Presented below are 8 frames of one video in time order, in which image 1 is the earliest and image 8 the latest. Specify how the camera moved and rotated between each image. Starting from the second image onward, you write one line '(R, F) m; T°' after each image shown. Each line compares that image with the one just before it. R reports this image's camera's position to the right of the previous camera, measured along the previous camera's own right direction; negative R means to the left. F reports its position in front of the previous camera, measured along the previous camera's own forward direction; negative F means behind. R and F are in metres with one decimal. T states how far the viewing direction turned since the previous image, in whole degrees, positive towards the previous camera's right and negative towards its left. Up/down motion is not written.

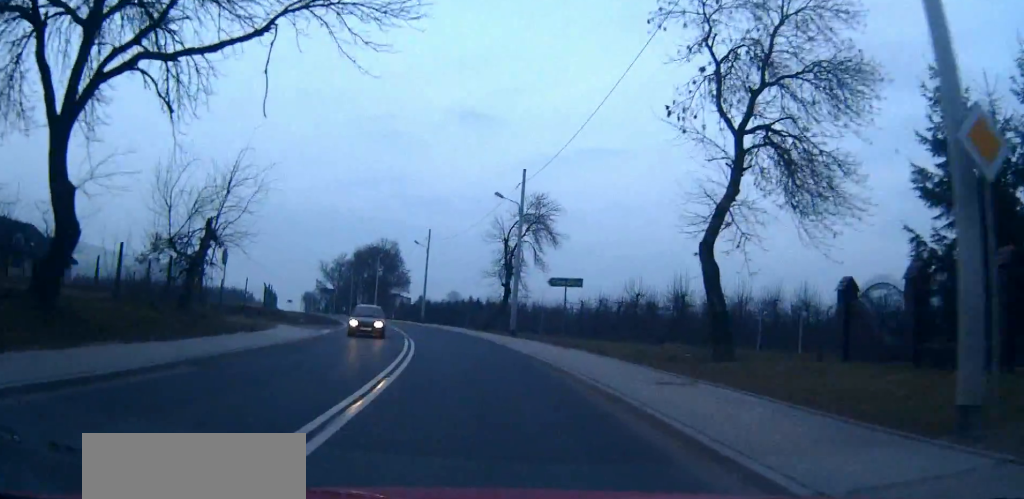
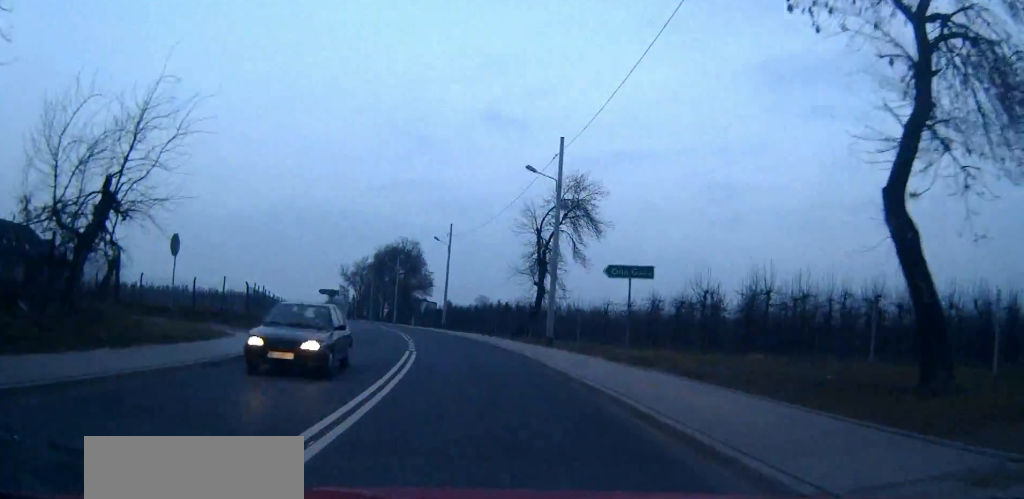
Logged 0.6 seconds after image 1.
(-0.2, +8.7) m; -2°
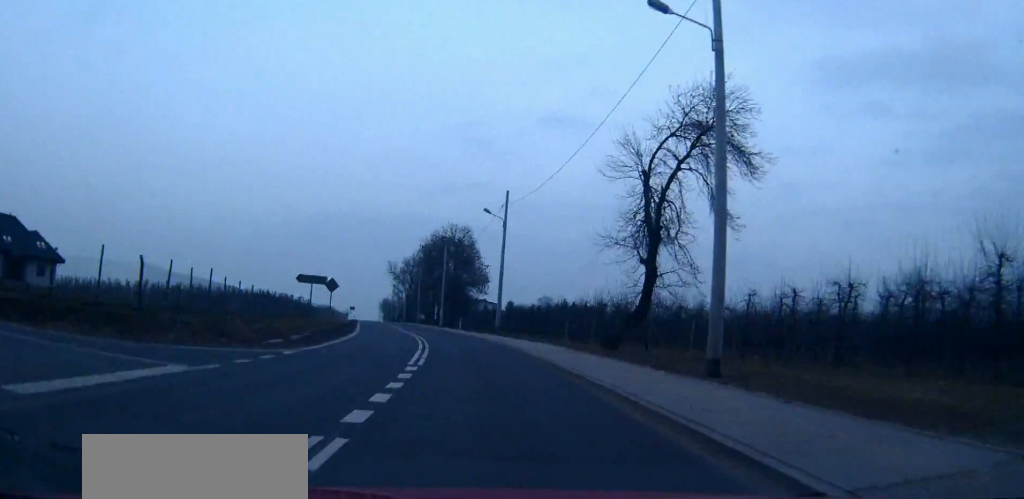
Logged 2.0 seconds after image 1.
(-0.6, +18.3) m; -4°
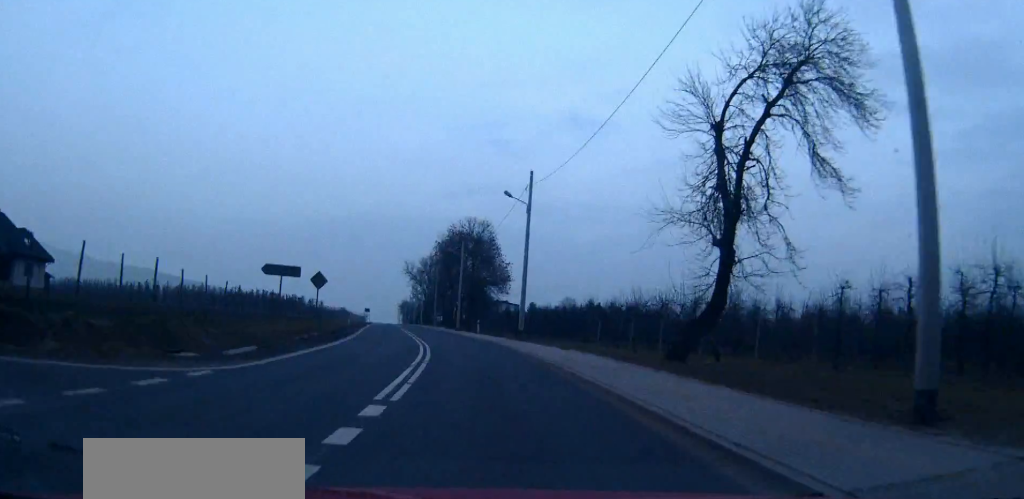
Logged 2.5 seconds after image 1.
(-0.2, +7.3) m; -2°
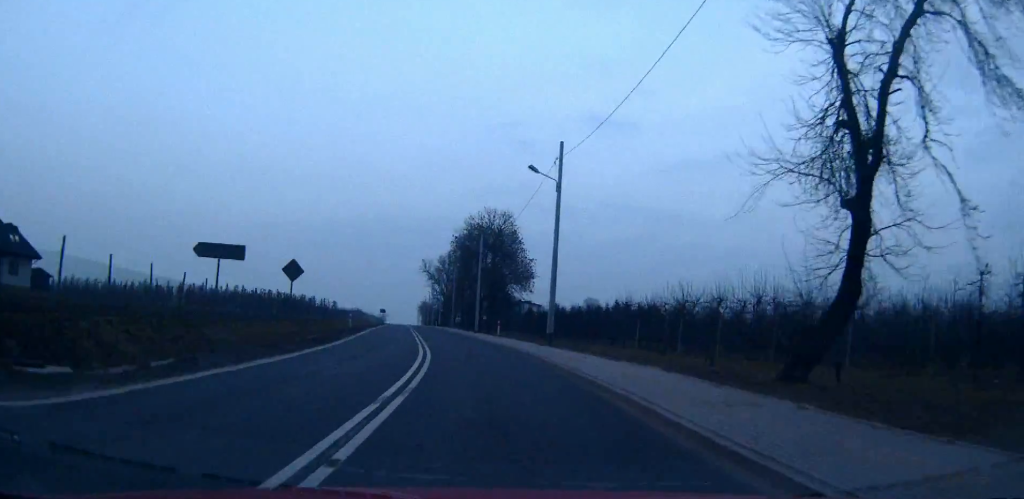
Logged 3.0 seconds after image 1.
(0.0, +7.3) m; -2°
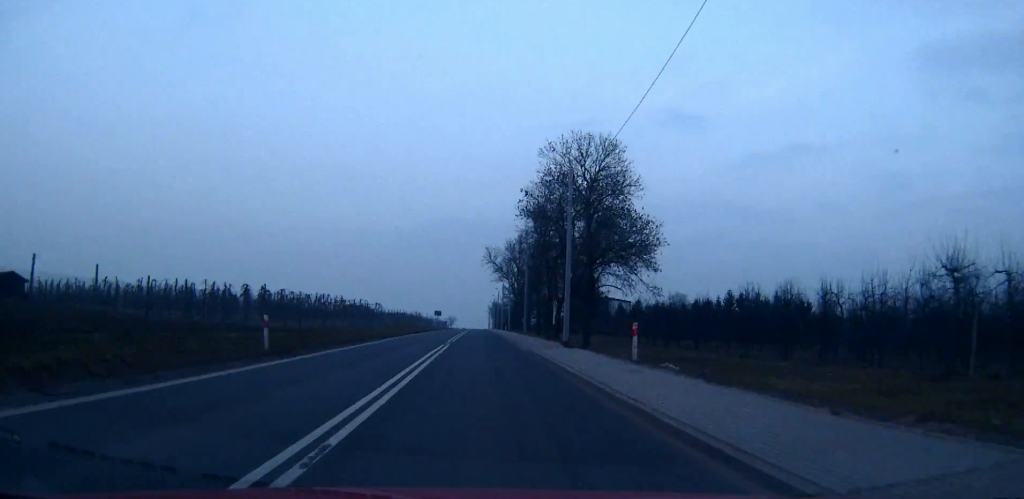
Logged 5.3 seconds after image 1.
(-1.8, +30.9) m; -6°
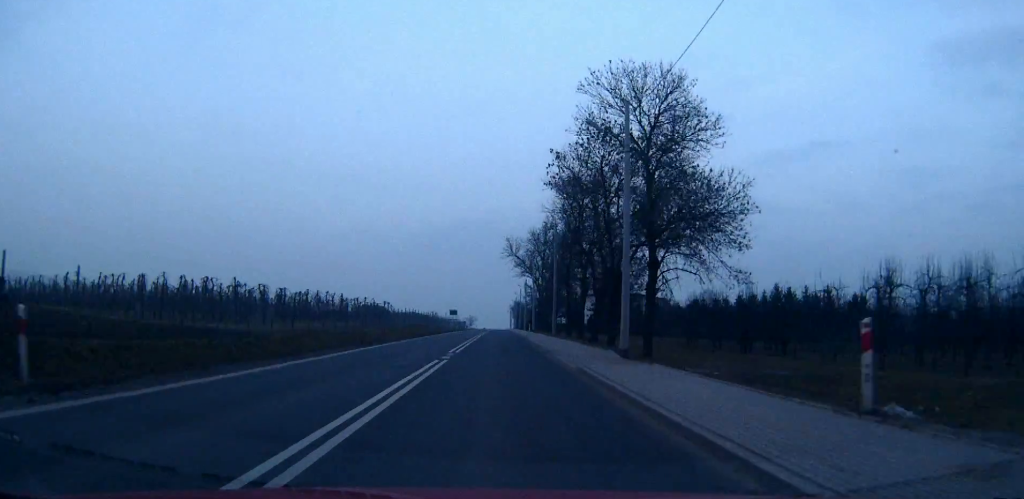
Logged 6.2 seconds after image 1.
(-0.2, +12.7) m; -2°
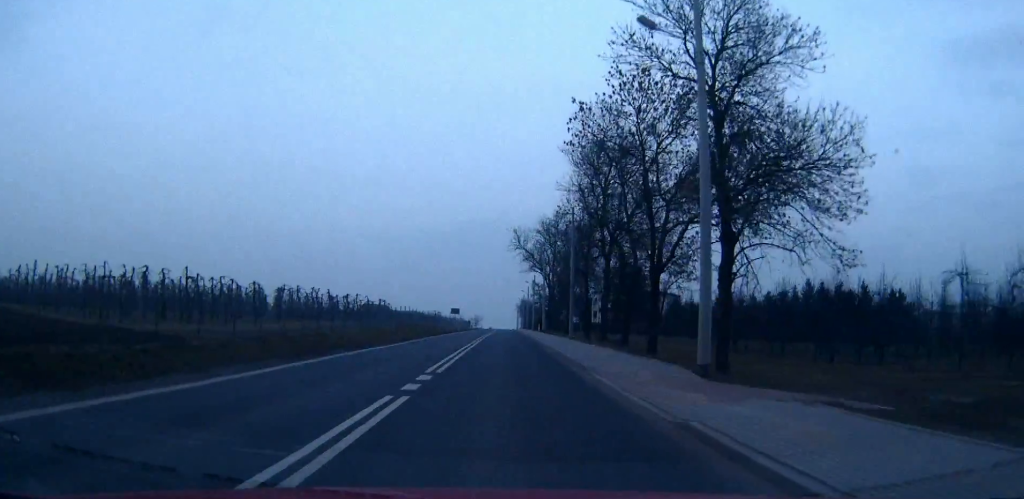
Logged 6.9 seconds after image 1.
(-0.1, +9.9) m; -1°
